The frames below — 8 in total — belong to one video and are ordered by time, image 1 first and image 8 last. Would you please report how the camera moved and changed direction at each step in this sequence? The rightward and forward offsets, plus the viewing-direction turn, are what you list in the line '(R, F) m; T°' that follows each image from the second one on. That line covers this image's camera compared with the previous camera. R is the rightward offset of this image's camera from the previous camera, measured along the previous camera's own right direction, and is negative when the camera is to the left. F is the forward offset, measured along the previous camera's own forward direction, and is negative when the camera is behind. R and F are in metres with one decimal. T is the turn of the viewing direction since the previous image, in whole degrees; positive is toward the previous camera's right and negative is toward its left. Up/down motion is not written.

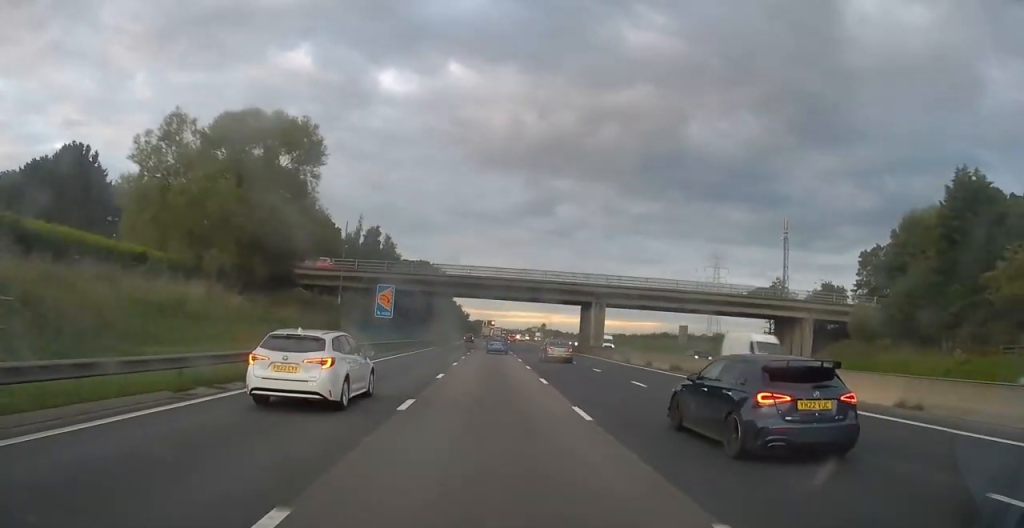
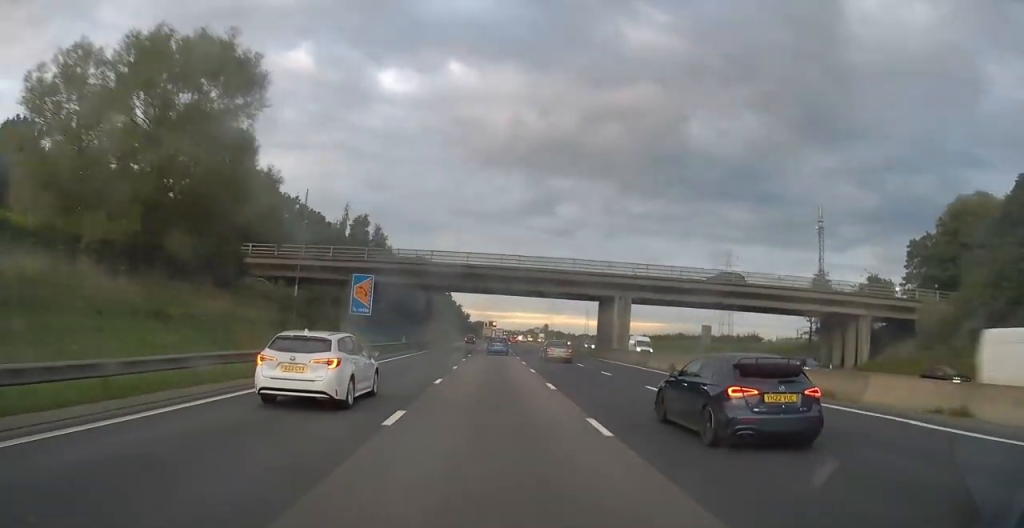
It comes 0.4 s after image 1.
(0.0, +11.2) m; 0°
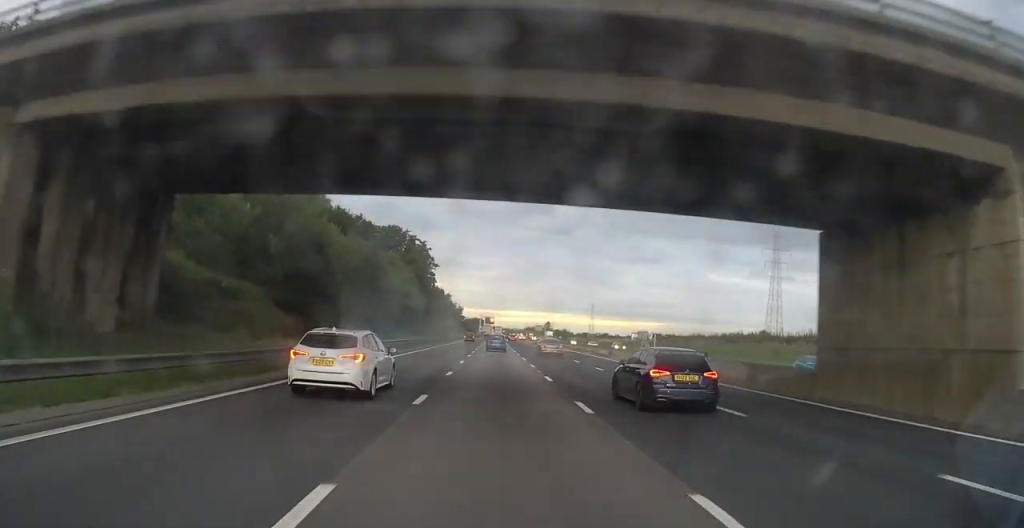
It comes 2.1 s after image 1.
(0.0, +43.4) m; 0°
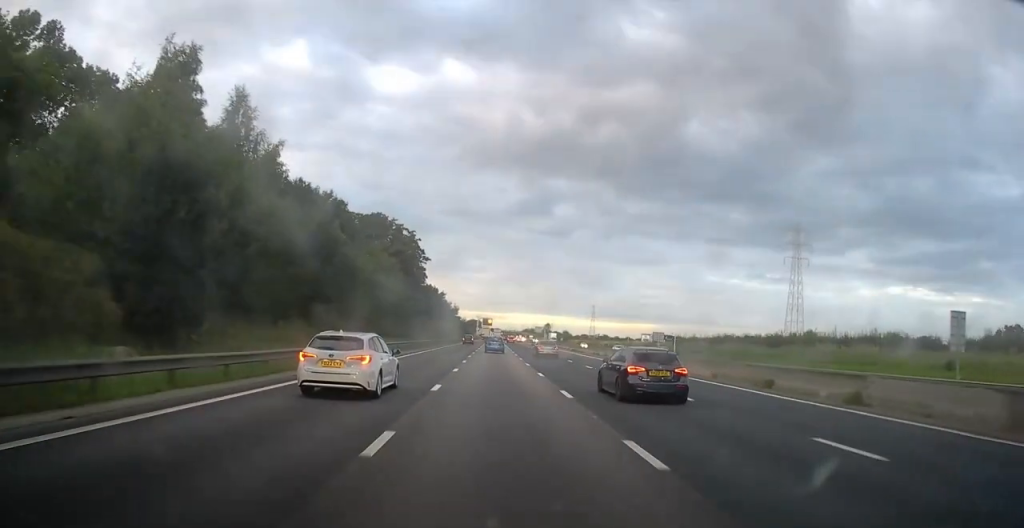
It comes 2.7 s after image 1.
(0.0, +15.2) m; 0°
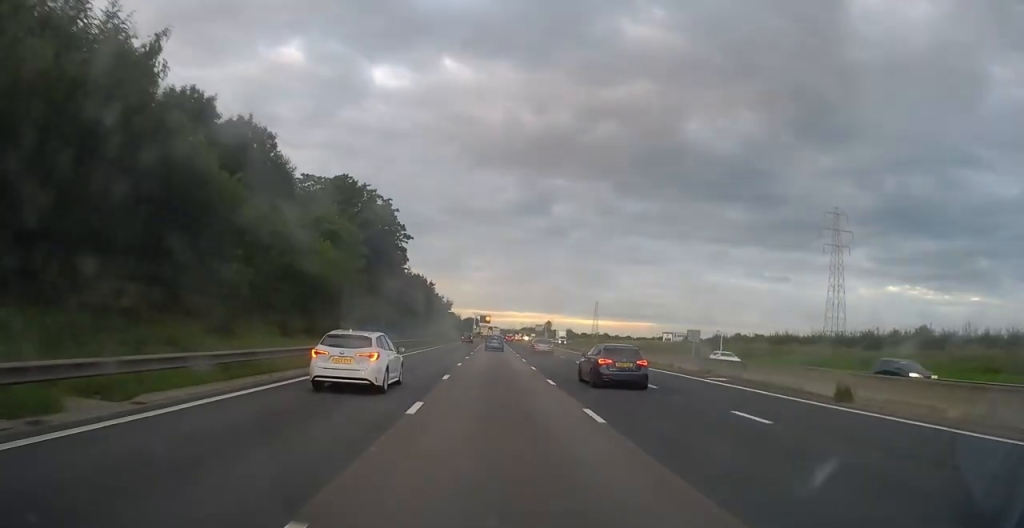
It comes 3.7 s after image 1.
(-0.1, +24.5) m; 0°
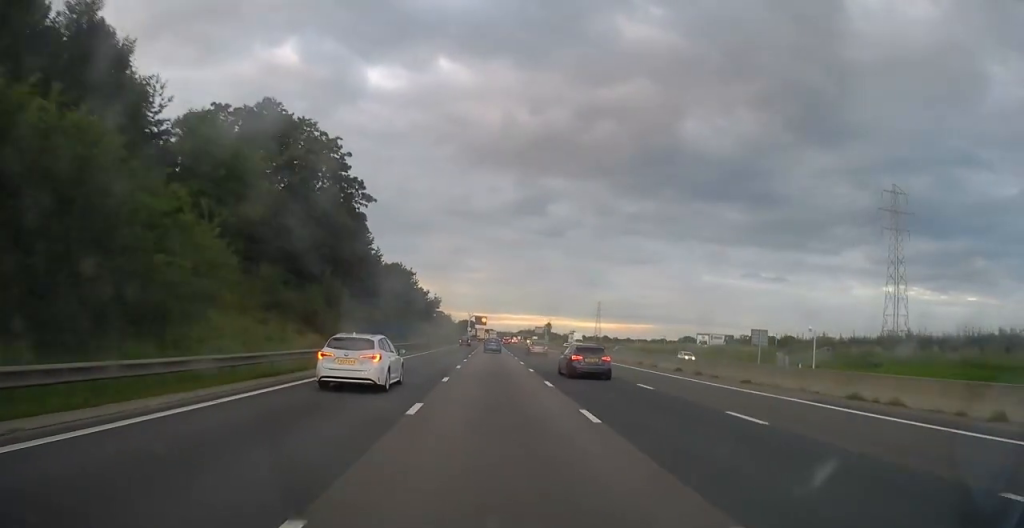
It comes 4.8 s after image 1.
(+0.3, +28.1) m; +1°
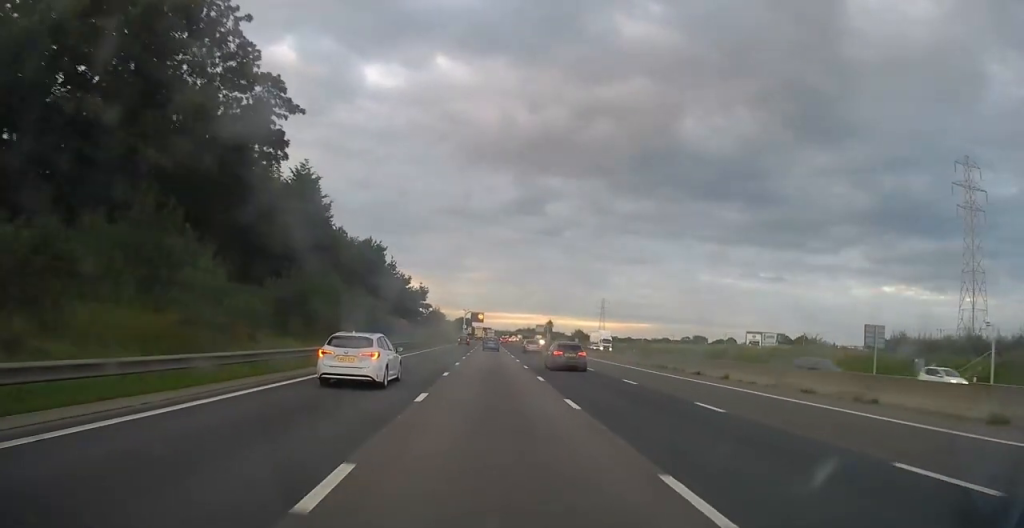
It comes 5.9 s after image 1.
(+0.1, +25.6) m; 0°
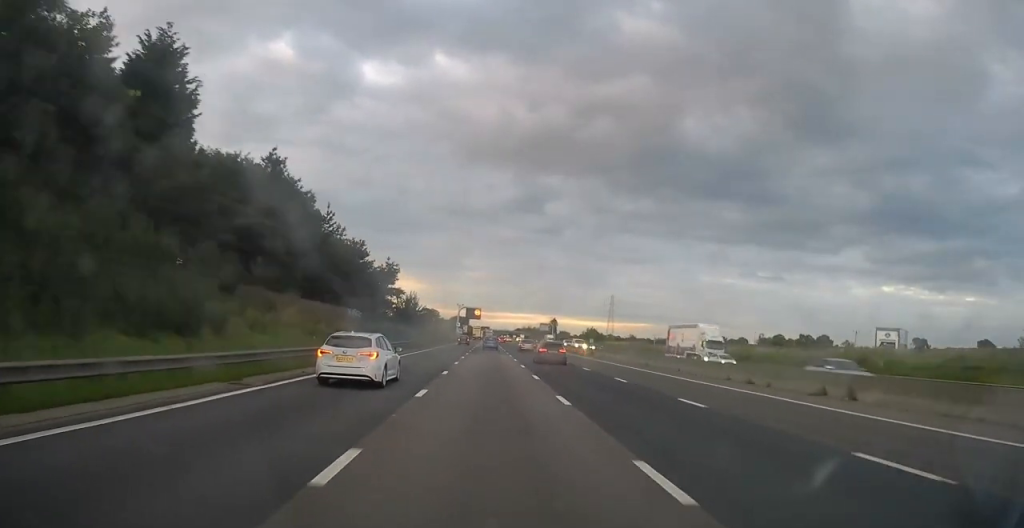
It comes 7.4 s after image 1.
(+0.1, +35.7) m; 0°
